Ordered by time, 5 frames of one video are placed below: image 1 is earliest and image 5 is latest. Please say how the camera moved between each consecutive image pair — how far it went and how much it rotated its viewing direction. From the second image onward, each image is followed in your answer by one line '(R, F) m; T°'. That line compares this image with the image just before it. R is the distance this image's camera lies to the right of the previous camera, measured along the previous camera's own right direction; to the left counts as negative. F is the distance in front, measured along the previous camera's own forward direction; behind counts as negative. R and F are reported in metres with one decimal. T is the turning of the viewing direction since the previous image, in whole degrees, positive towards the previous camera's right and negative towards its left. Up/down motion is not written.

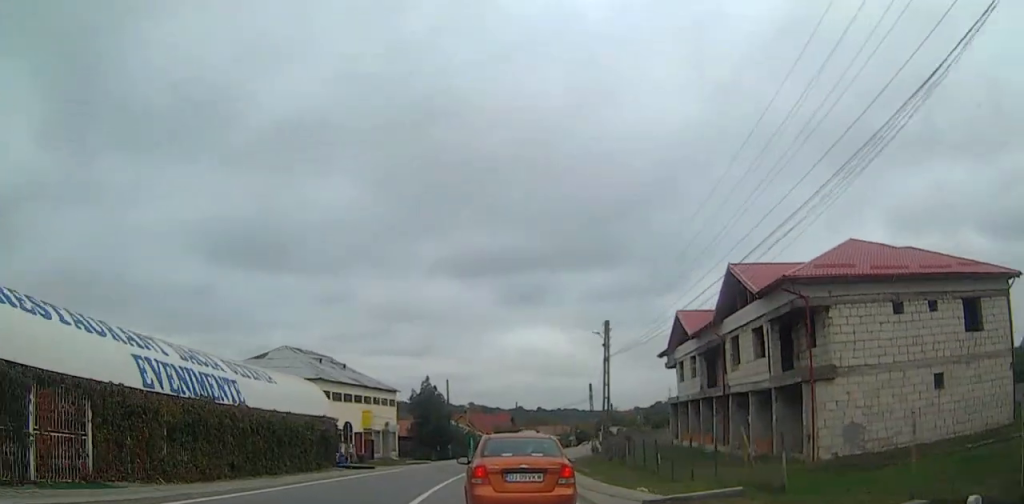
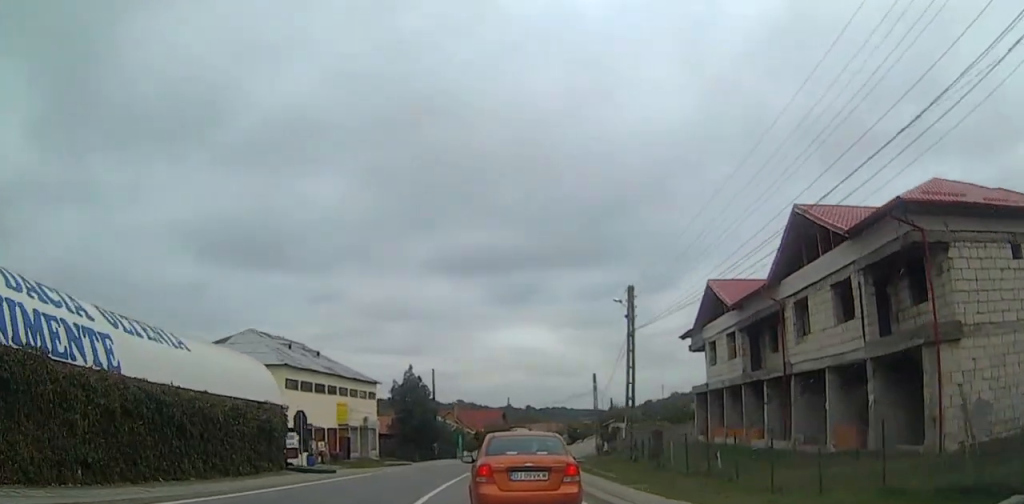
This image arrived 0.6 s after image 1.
(0.0, +9.4) m; 0°
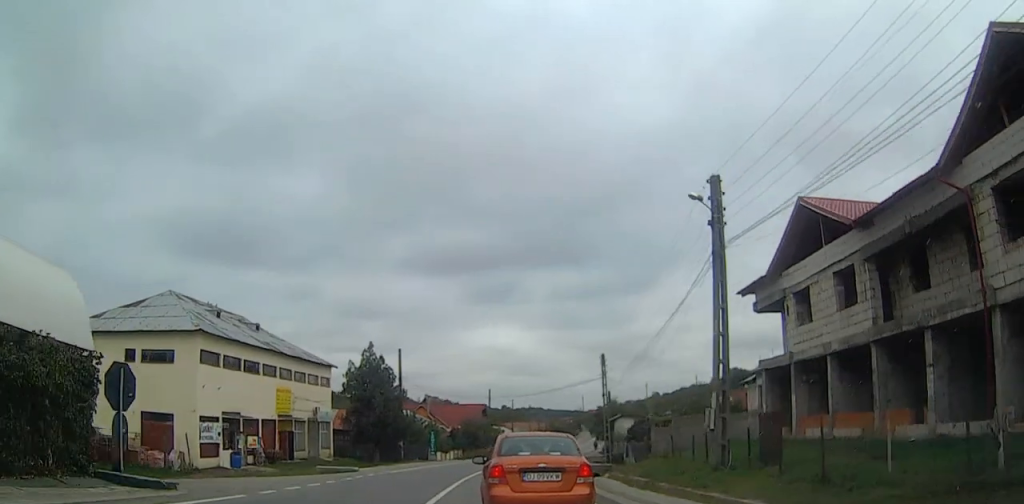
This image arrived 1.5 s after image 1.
(0.0, +15.2) m; 0°
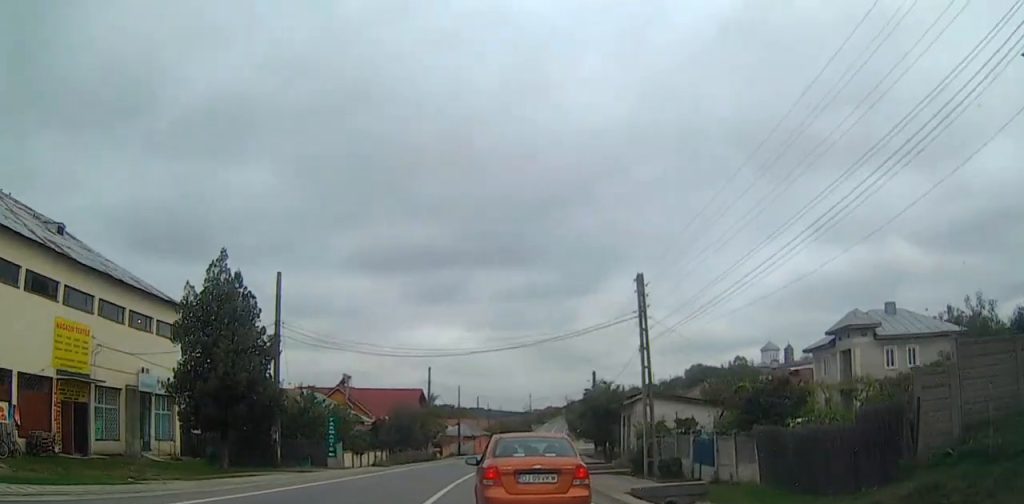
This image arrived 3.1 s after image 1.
(+0.5, +25.1) m; +4°
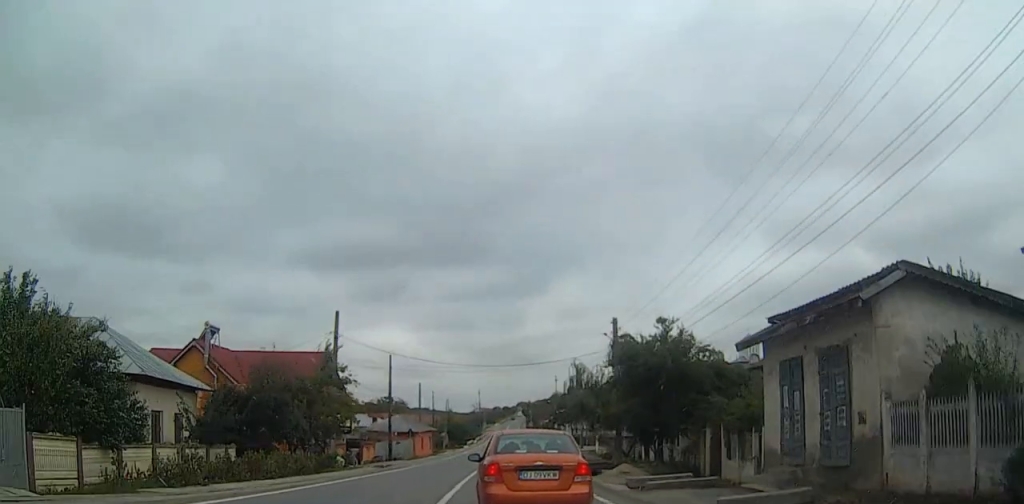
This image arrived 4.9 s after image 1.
(+1.0, +26.7) m; +5°
